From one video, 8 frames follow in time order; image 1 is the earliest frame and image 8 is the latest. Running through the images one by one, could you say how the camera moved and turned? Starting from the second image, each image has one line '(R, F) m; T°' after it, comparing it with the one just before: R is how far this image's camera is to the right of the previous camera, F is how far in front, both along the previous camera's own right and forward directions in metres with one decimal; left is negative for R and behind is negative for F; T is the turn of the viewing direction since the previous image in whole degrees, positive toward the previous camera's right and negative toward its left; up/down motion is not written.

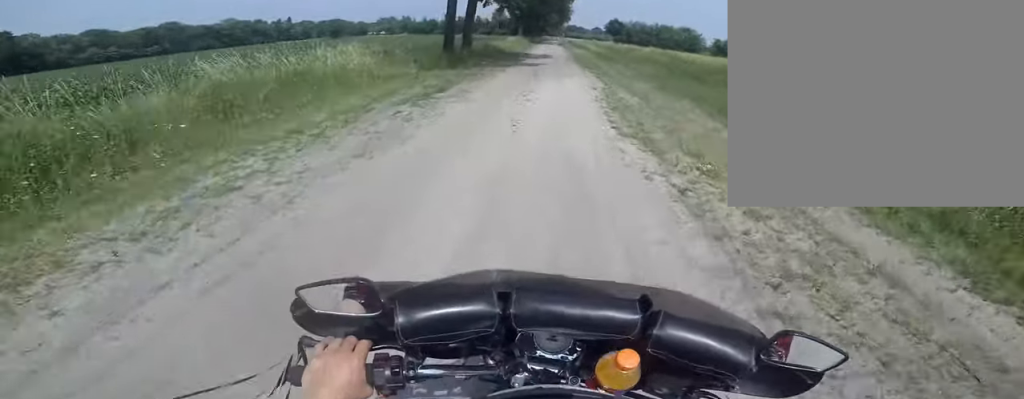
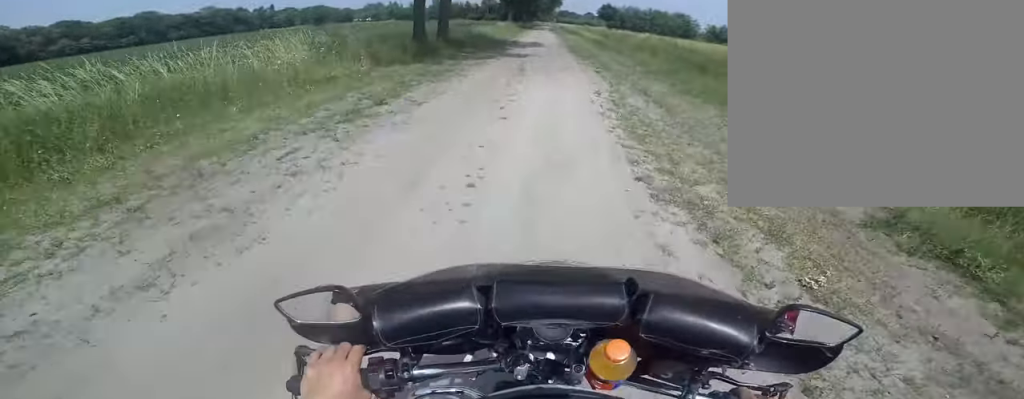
(0.0, +2.6) m; 0°
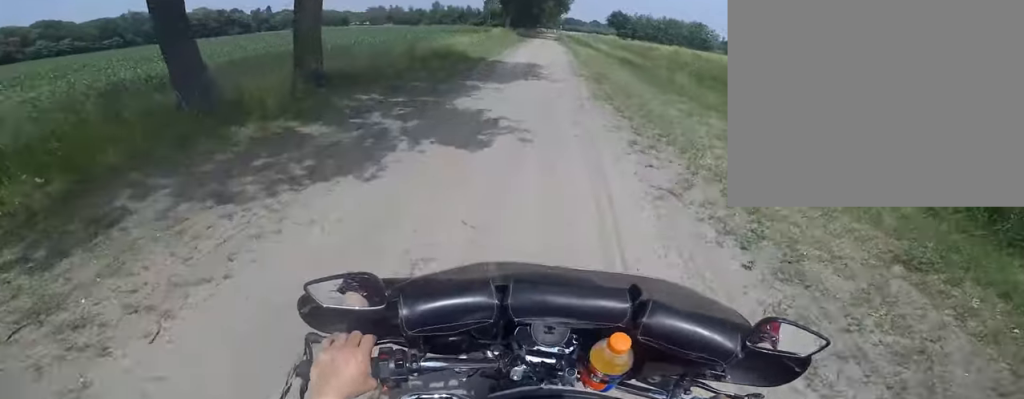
(0.0, +9.8) m; -1°
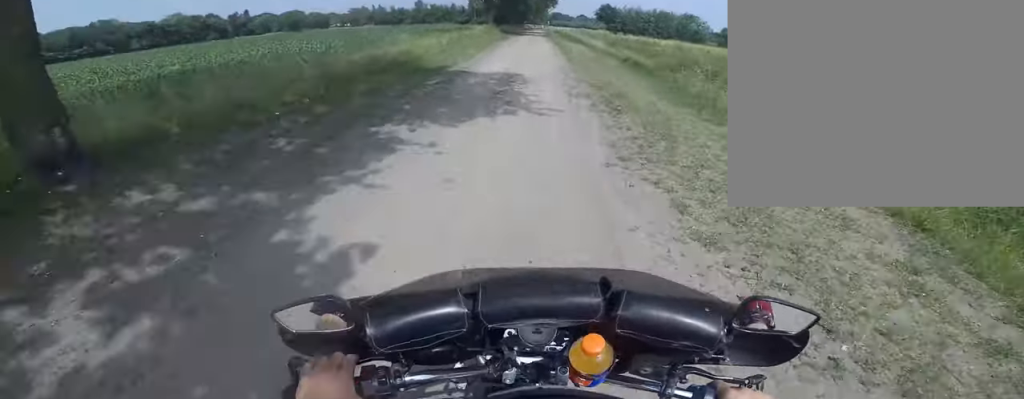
(-0.1, +4.2) m; -1°
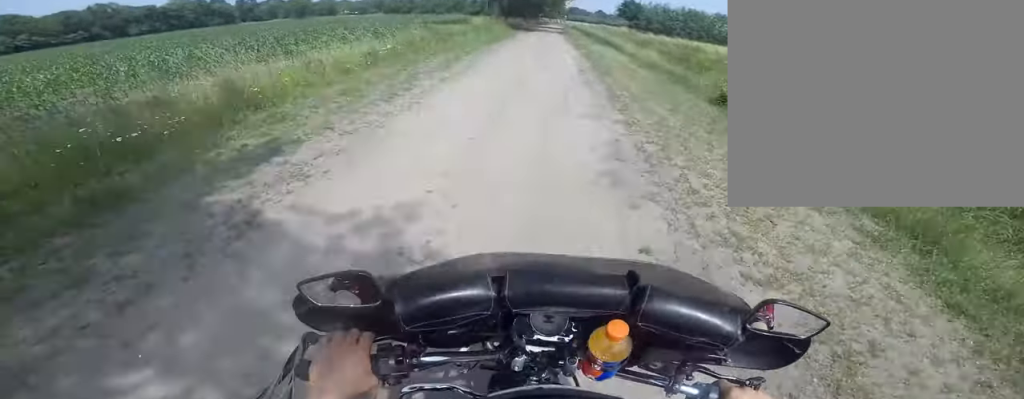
(-0.1, +8.7) m; 0°
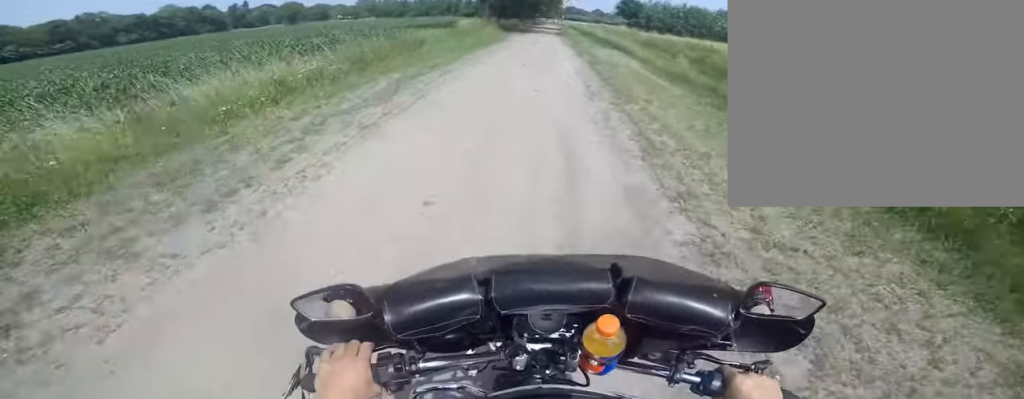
(0.0, +3.7) m; 0°
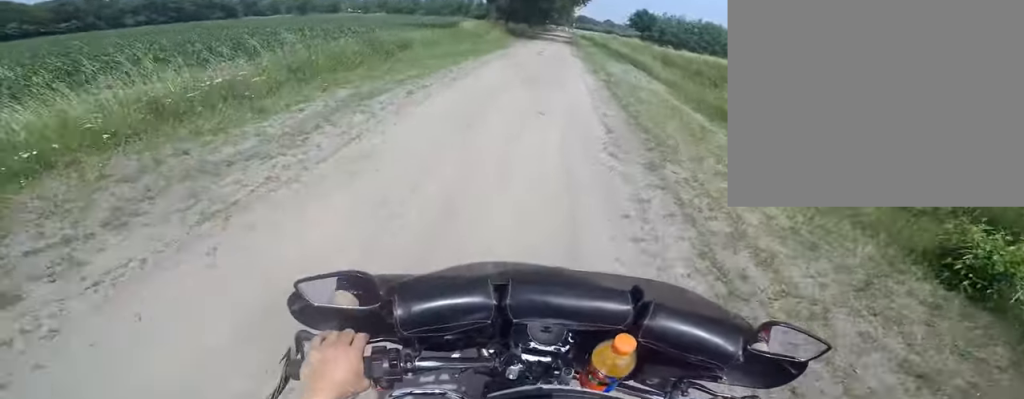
(0.0, +2.6) m; 0°
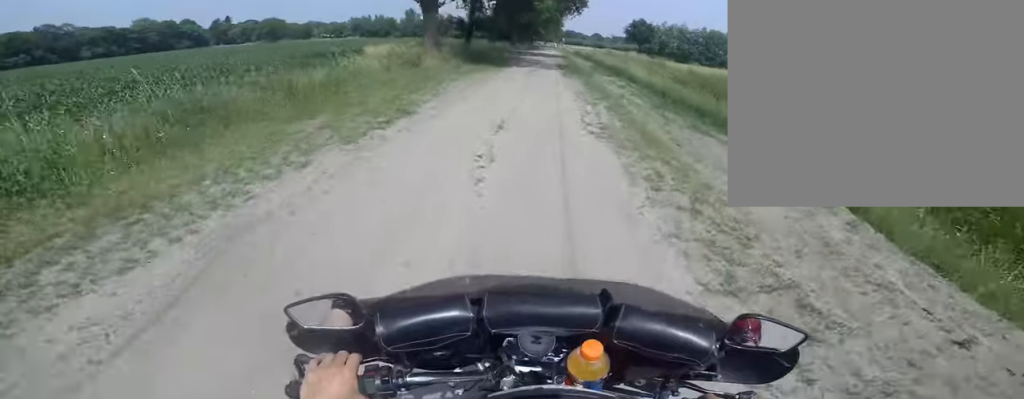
(0.0, +14.2) m; +1°
